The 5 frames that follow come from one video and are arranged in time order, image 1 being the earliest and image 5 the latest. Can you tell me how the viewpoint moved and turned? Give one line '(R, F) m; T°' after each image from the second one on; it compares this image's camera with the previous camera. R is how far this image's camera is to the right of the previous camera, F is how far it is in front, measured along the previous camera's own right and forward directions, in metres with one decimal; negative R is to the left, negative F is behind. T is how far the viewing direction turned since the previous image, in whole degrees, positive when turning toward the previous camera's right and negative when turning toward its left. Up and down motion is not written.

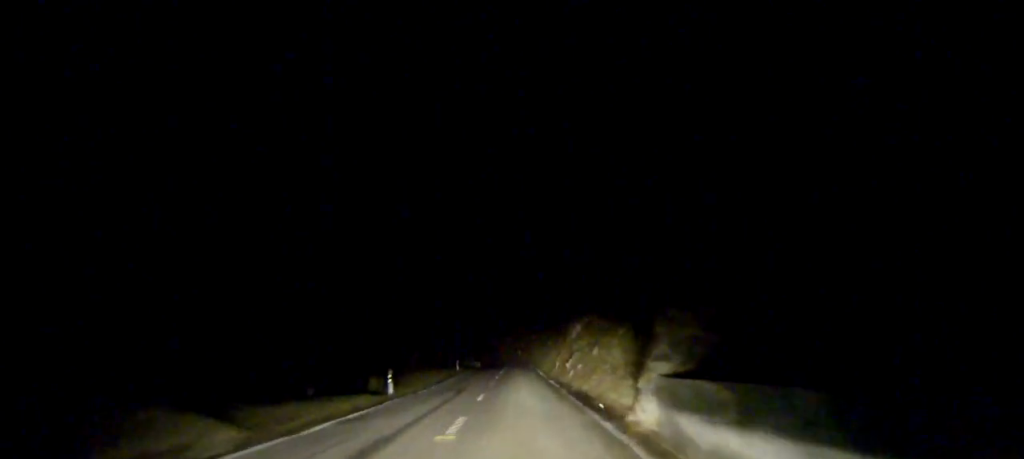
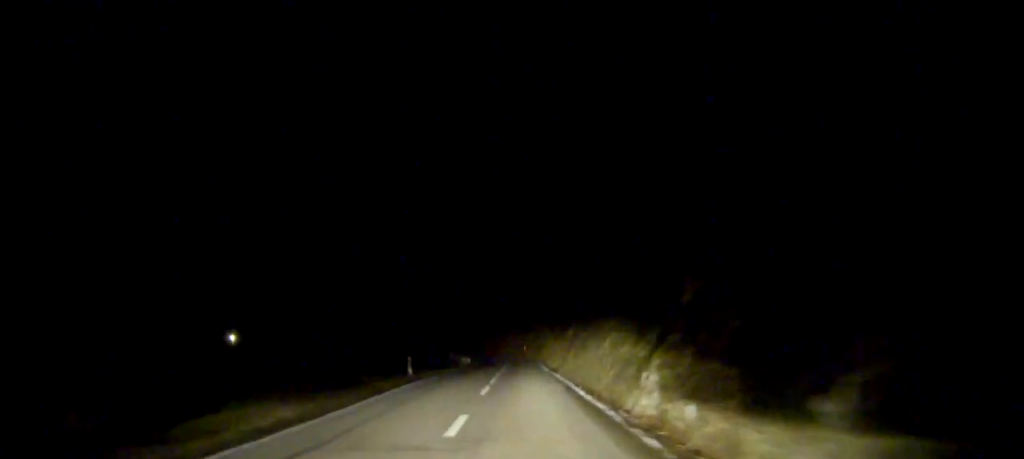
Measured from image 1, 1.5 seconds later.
(-0.4, +26.0) m; -1°
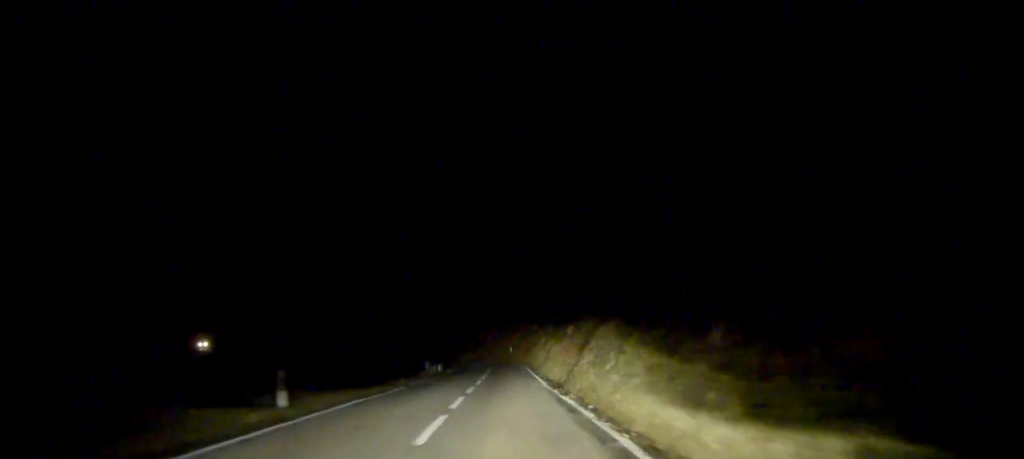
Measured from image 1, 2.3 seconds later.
(-0.1, +14.9) m; 0°
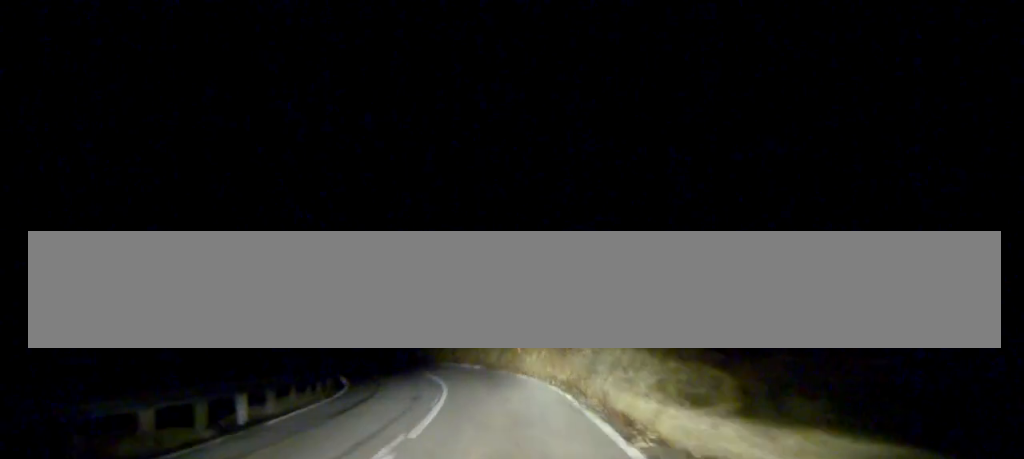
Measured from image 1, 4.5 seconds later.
(+0.1, +40.7) m; 0°
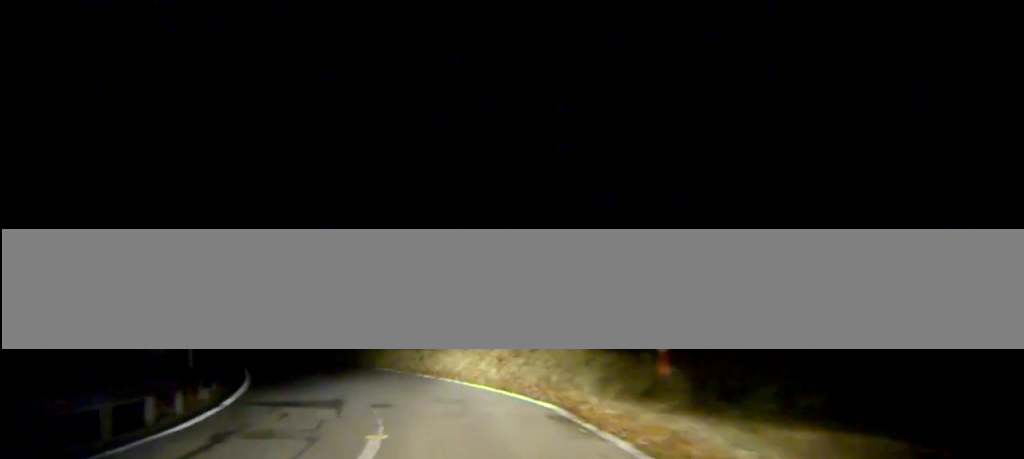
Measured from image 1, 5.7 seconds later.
(-0.4, +22.0) m; -3°
